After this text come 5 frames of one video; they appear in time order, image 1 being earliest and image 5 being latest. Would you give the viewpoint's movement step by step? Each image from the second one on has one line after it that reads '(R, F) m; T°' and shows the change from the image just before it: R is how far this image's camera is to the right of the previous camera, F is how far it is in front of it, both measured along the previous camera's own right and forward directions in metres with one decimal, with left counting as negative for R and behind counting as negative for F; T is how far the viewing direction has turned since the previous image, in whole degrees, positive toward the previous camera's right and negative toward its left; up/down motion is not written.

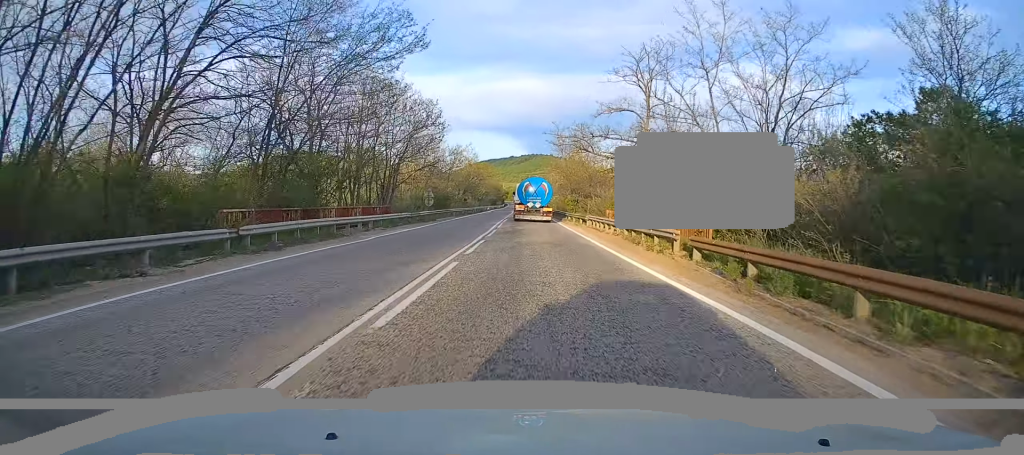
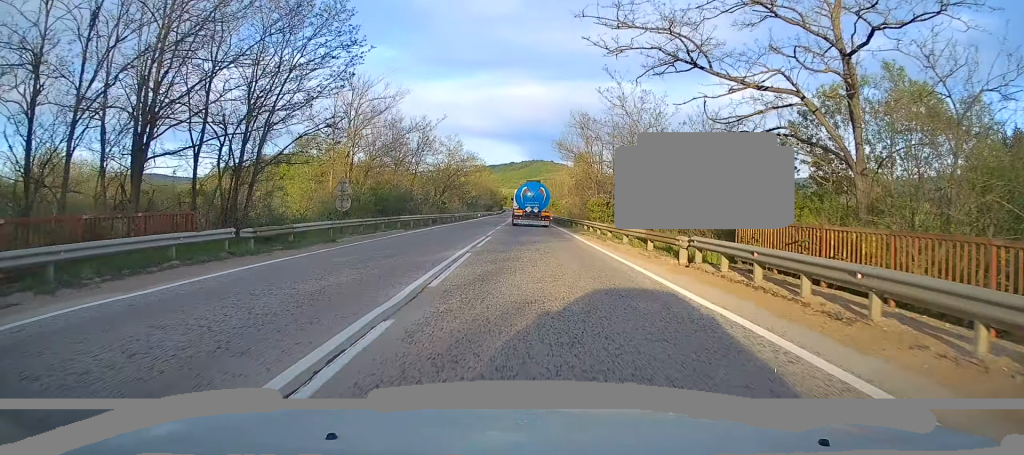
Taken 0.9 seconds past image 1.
(-0.4, +23.2) m; 0°
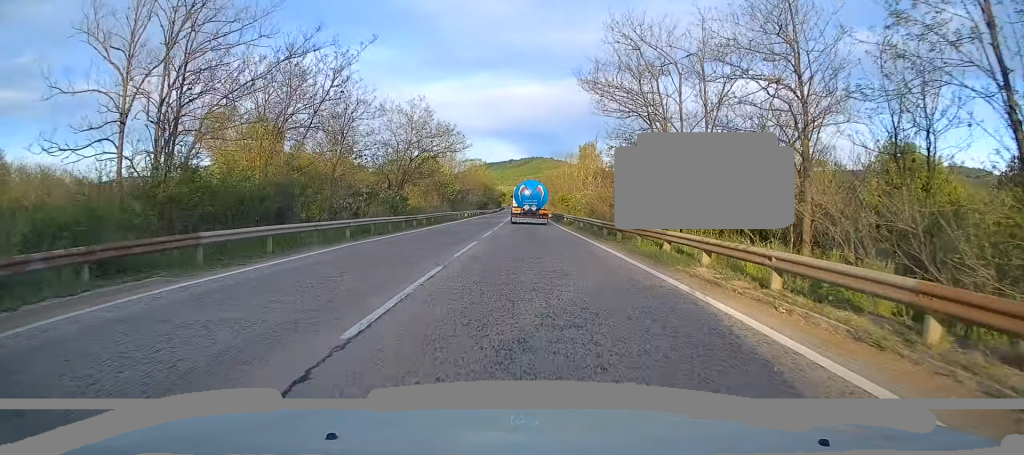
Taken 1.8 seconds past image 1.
(+0.3, +21.5) m; 0°
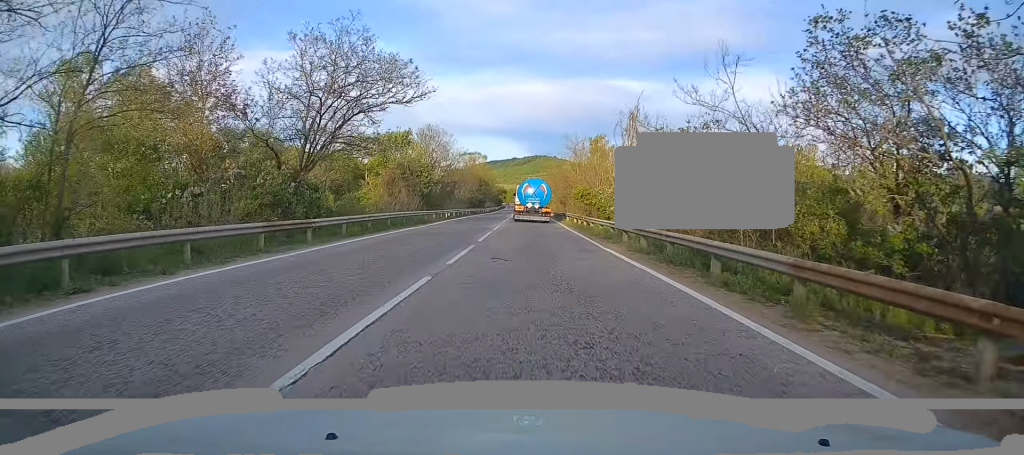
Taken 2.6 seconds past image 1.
(-0.1, +19.6) m; -1°
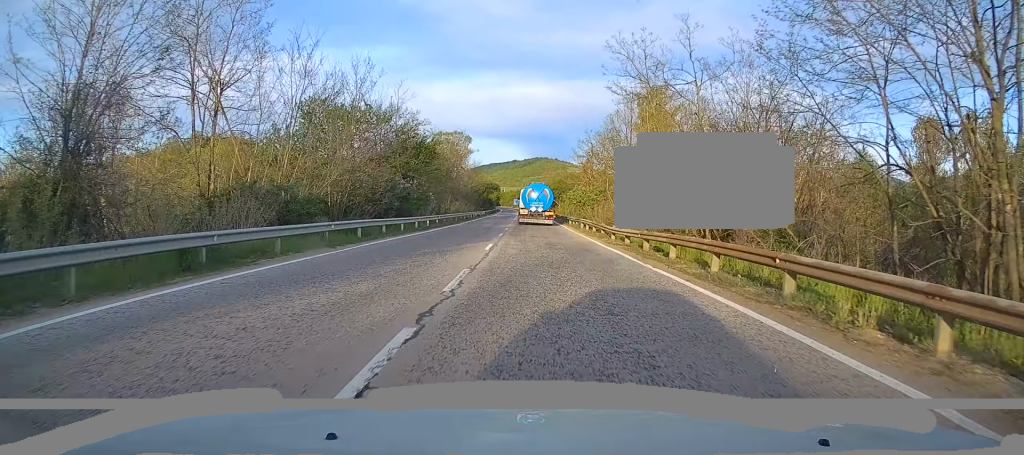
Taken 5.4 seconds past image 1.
(+0.5, +67.2) m; 0°
